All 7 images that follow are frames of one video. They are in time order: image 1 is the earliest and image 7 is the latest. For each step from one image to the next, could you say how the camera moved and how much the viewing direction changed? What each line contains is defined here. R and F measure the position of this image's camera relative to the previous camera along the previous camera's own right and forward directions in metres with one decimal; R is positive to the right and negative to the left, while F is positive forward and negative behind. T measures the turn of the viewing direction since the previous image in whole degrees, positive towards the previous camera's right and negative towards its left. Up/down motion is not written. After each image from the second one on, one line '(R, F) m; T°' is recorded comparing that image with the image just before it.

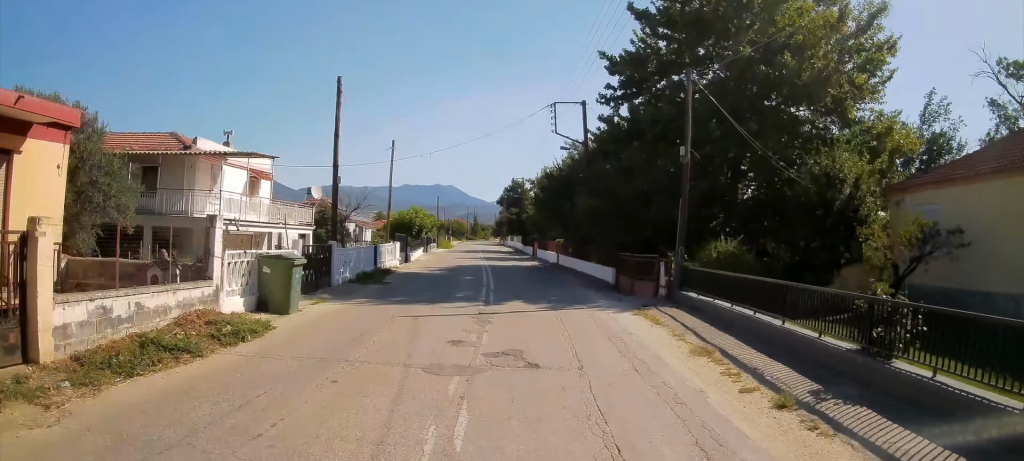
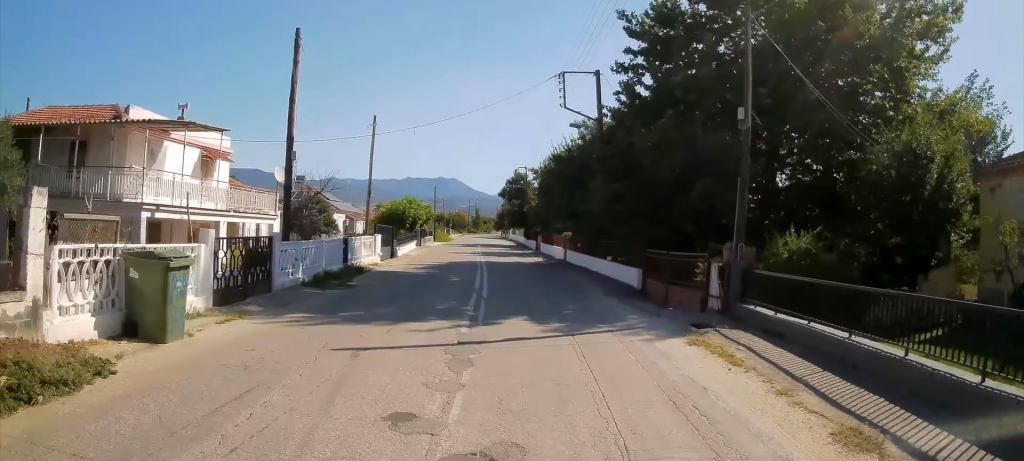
(0.0, +4.2) m; 0°
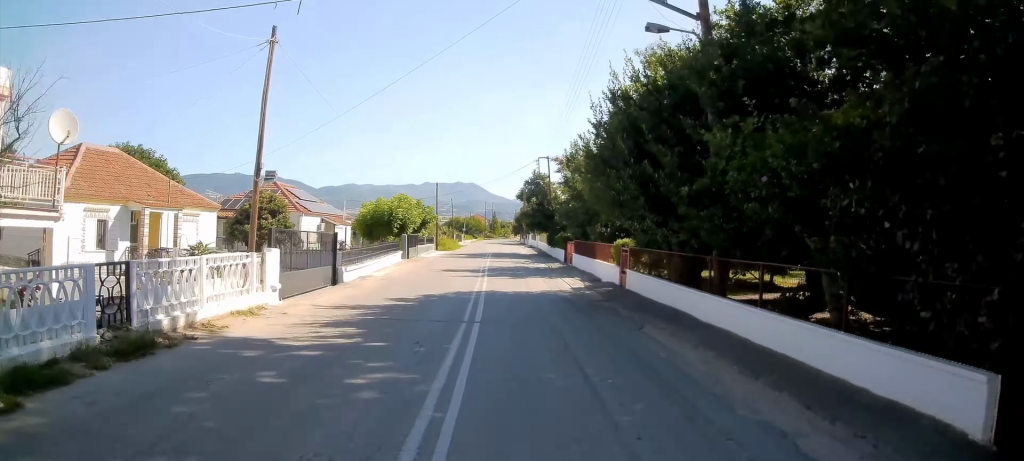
(+0.1, +12.4) m; -1°
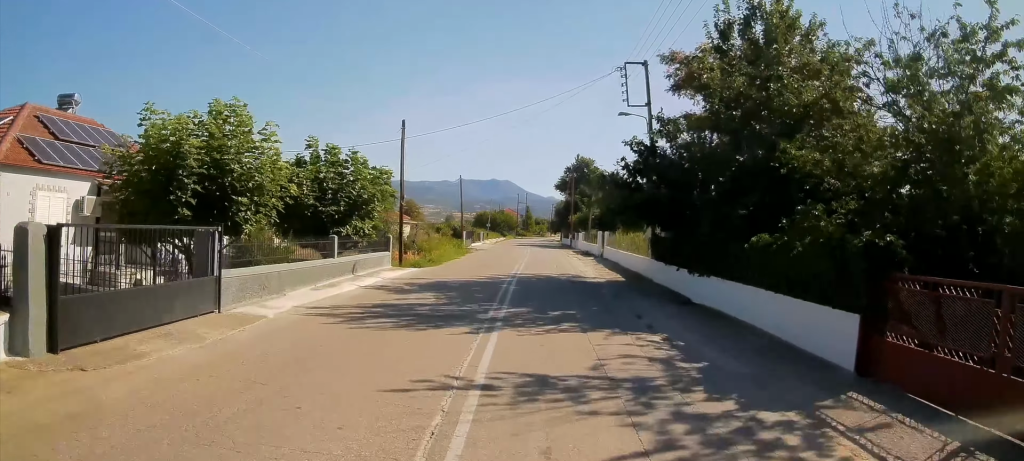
(-1.0, +28.7) m; -4°
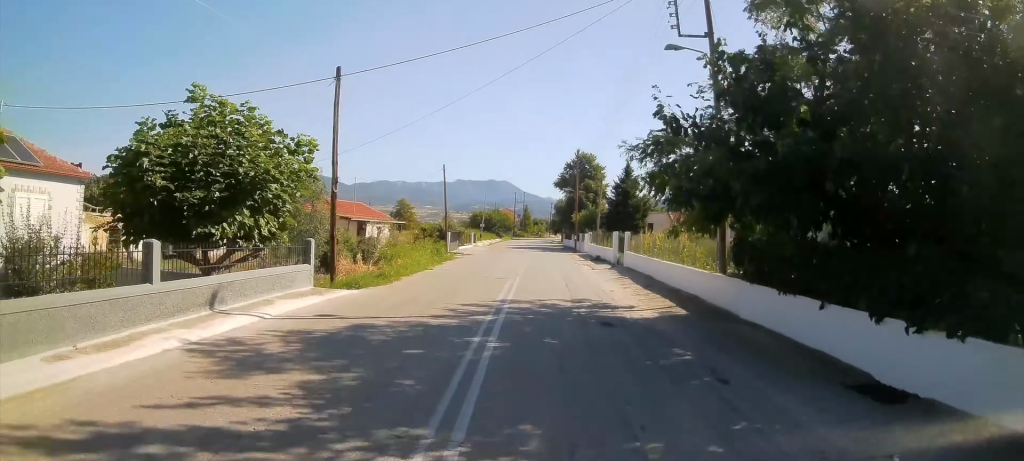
(-0.3, +8.1) m; -2°
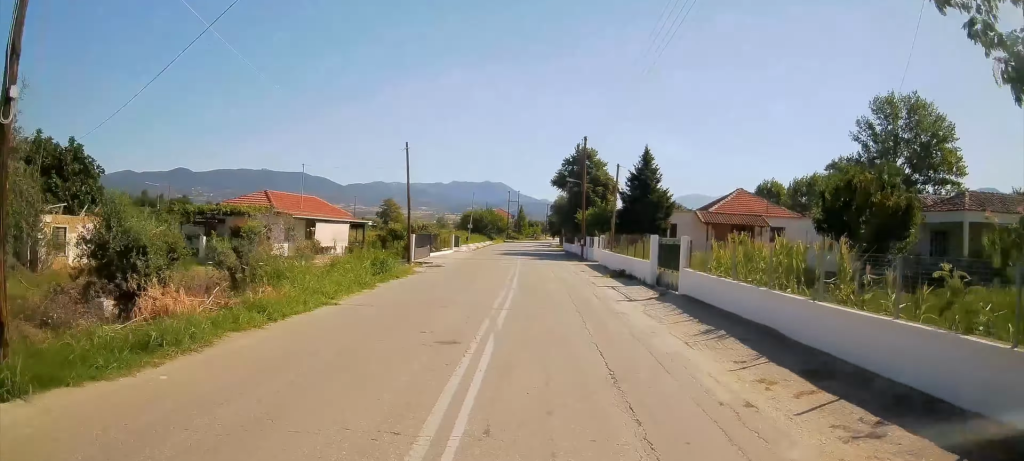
(0.0, +10.8) m; -1°
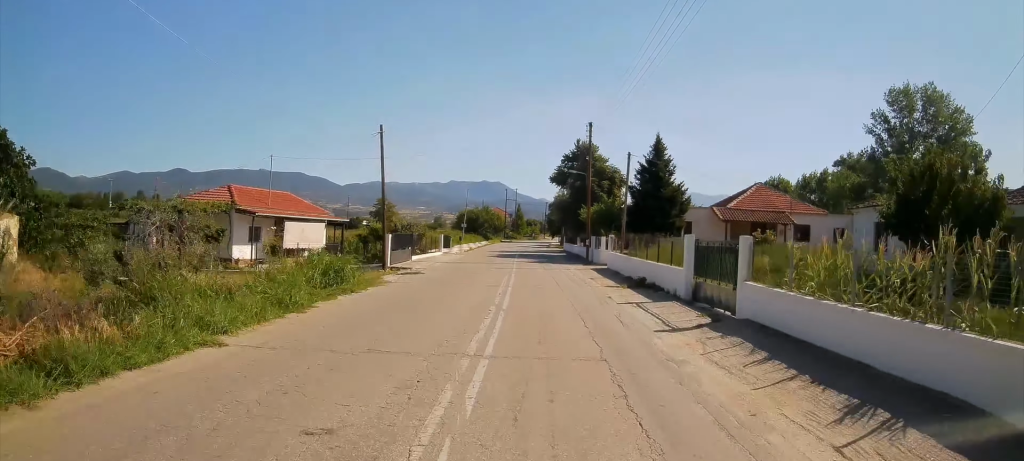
(-0.1, +4.8) m; 0°
